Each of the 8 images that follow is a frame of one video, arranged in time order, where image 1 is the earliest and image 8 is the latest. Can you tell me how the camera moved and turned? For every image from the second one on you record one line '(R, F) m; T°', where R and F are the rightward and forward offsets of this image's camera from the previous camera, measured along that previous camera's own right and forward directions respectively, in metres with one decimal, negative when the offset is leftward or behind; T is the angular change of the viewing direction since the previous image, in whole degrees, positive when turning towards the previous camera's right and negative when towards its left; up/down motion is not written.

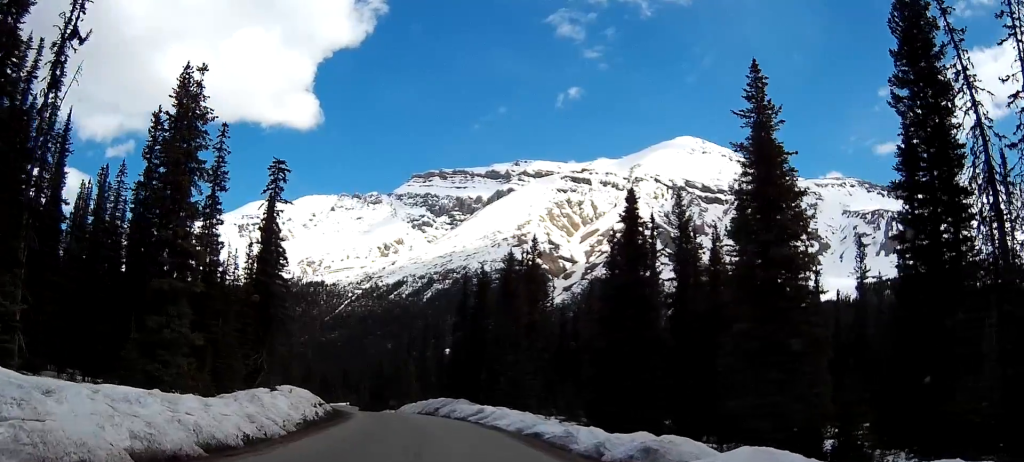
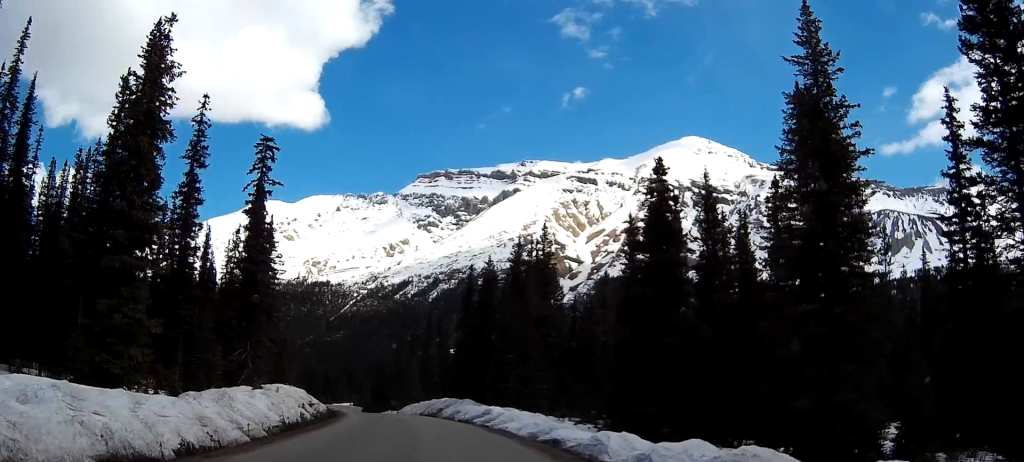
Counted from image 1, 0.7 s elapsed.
(-0.1, +5.3) m; -2°
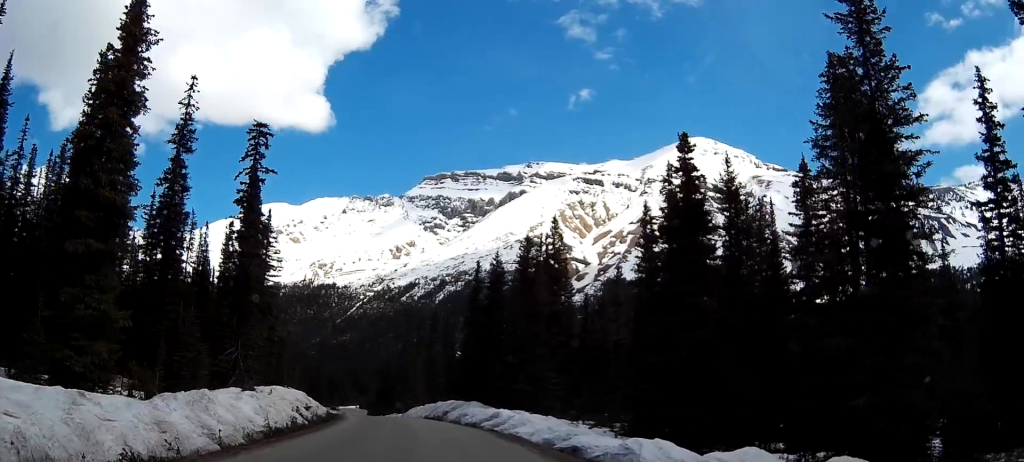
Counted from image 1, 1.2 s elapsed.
(-0.1, +3.5) m; -1°
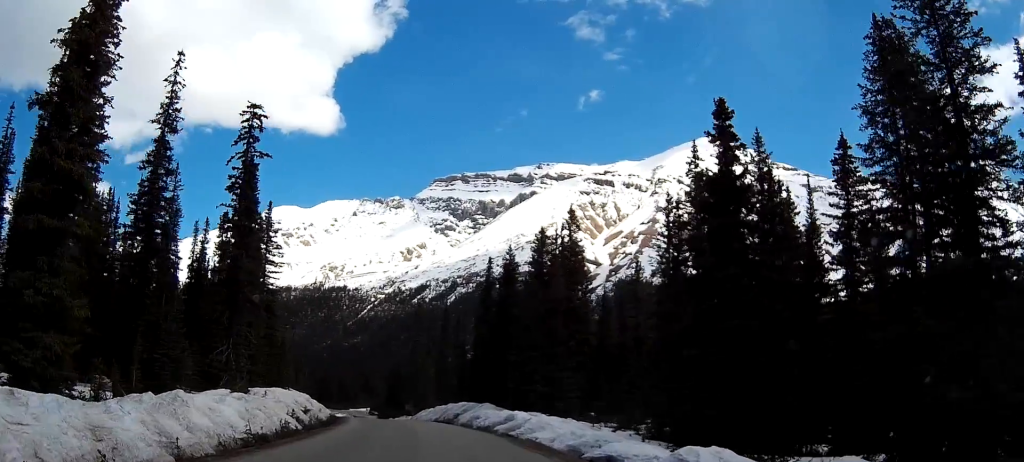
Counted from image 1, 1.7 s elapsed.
(0.0, +4.0) m; -1°
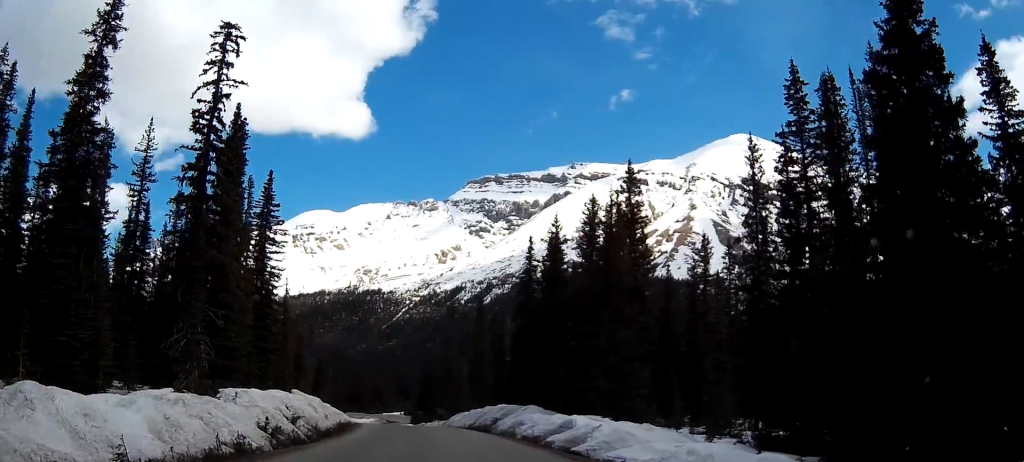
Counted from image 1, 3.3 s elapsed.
(-0.3, +11.6) m; -3°
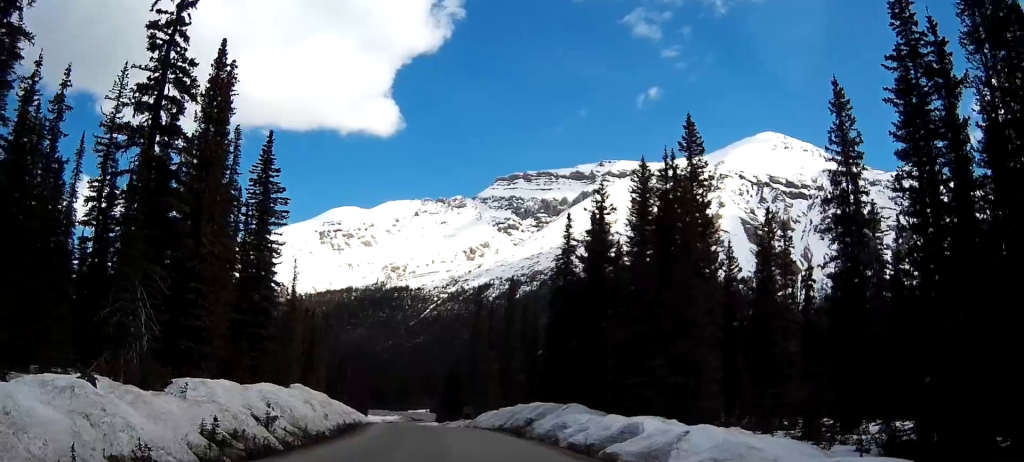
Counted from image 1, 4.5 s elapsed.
(0.0, +8.6) m; 0°
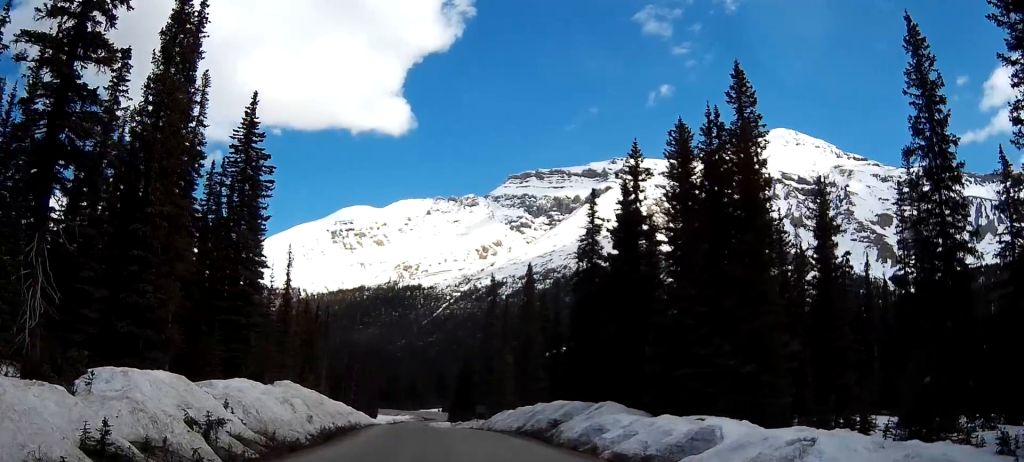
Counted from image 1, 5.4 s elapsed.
(0.0, +7.2) m; 0°
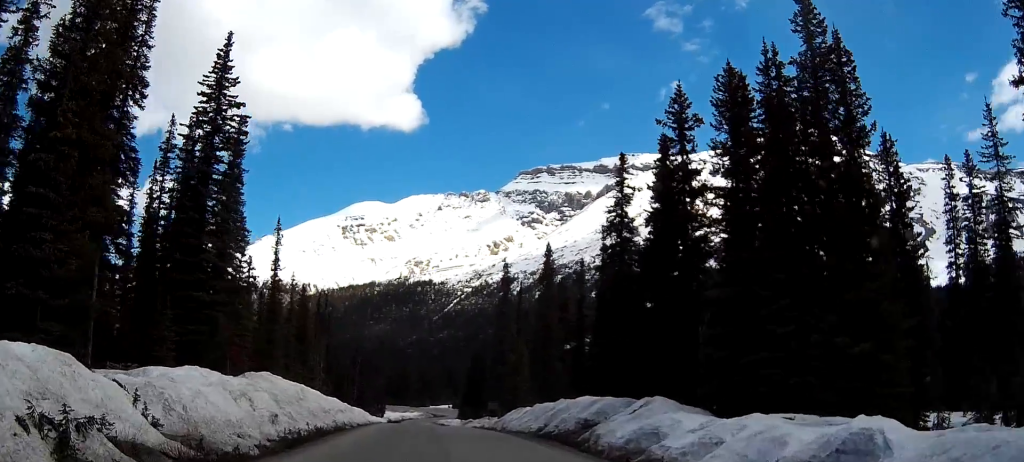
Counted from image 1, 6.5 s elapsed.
(0.0, +7.9) m; -1°
